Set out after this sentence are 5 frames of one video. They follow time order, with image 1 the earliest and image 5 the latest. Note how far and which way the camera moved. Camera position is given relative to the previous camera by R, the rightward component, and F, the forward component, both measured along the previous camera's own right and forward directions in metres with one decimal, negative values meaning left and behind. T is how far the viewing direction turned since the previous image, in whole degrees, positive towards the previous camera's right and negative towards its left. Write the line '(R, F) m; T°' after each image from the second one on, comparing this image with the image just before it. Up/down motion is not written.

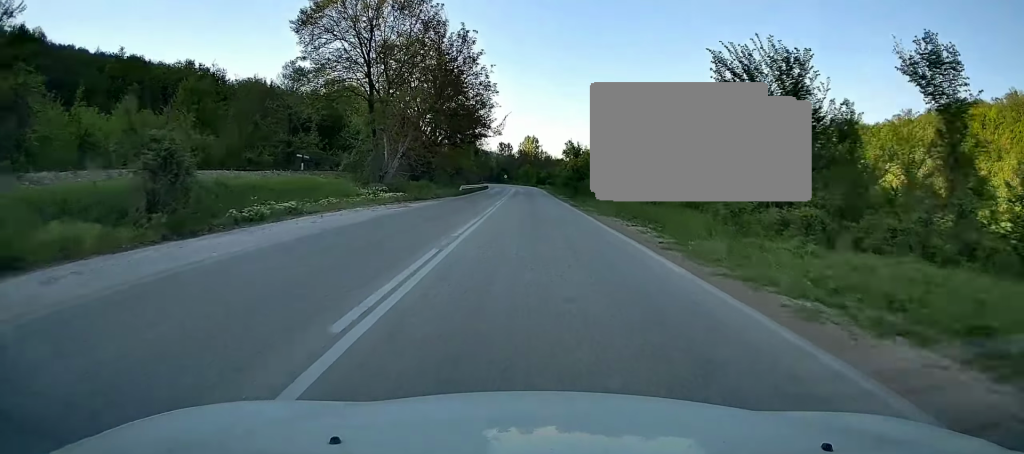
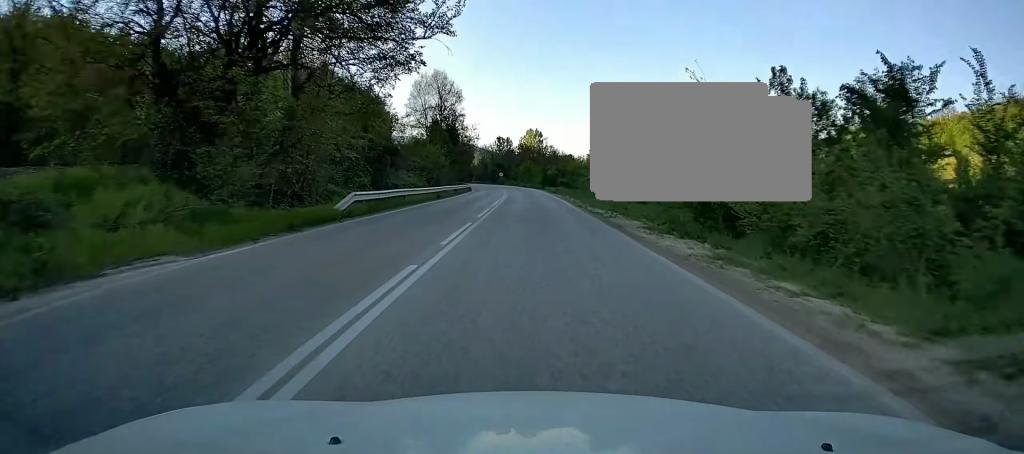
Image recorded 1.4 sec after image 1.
(0.0, +38.3) m; 0°
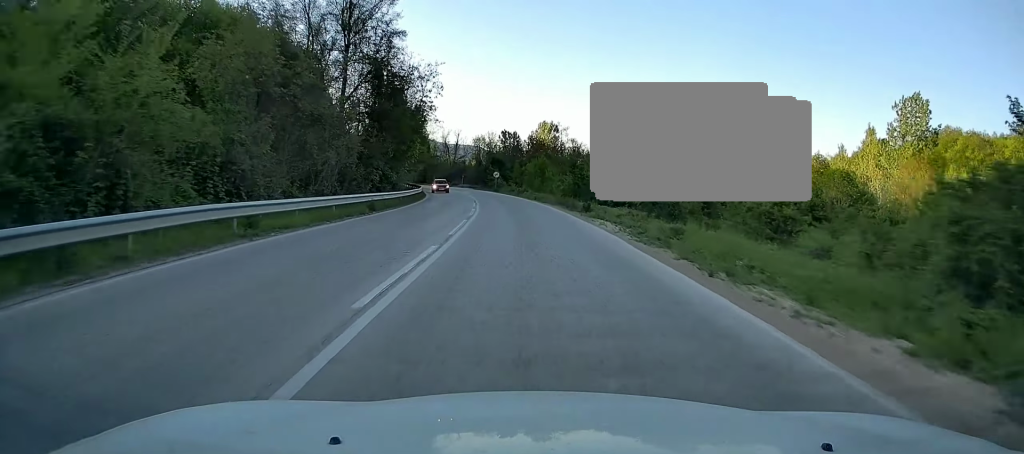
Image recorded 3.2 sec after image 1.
(-0.4, +51.1) m; -1°
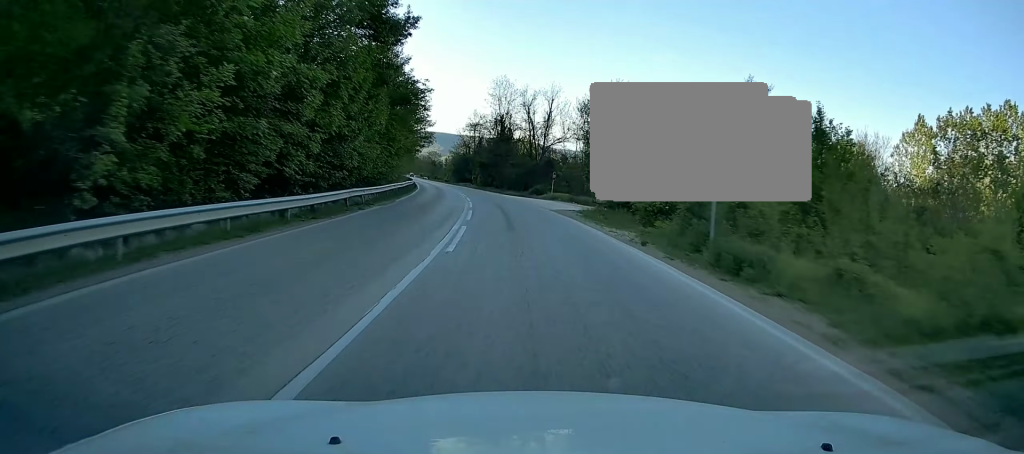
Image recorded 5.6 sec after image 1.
(-2.8, +66.4) m; -7°
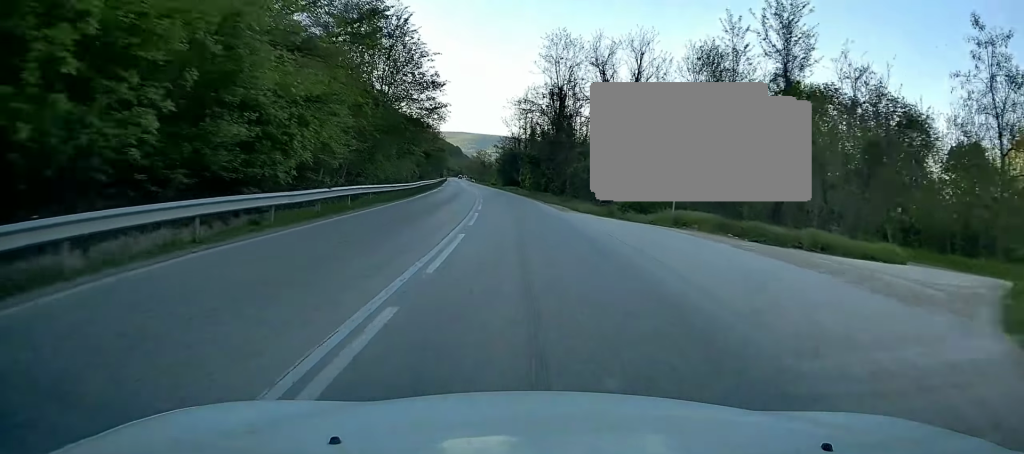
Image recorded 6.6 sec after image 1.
(-1.2, +29.5) m; -5°
